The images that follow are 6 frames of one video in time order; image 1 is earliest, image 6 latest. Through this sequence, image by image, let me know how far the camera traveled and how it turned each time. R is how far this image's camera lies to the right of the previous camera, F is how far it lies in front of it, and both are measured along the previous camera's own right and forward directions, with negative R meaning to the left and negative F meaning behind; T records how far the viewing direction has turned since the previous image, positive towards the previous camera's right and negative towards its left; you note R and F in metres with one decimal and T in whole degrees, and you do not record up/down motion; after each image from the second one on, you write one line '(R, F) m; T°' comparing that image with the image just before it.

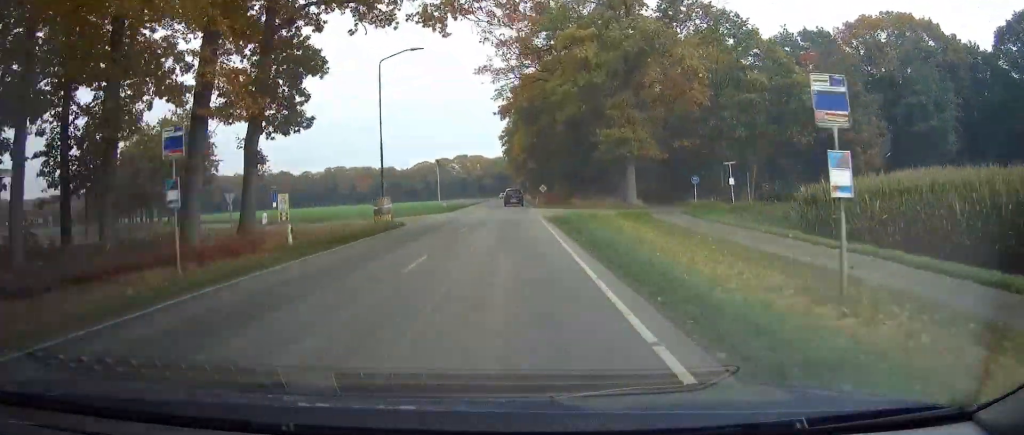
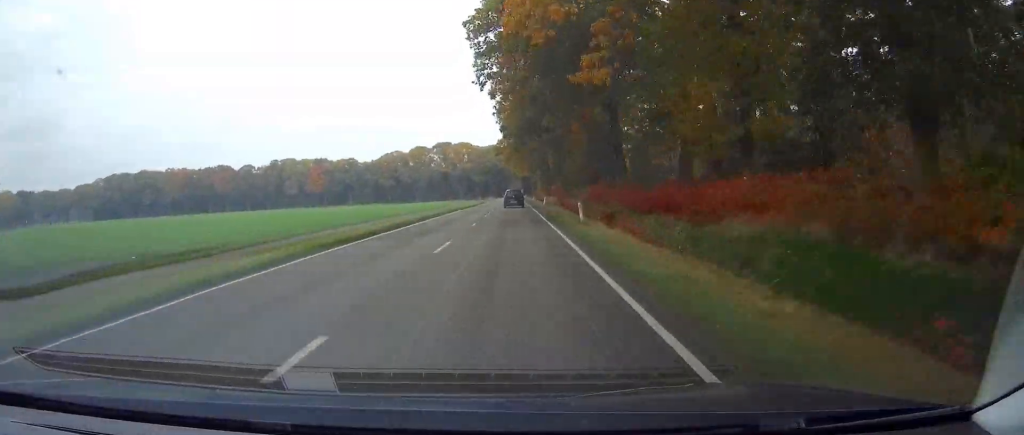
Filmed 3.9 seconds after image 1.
(-1.3, +90.8) m; -1°
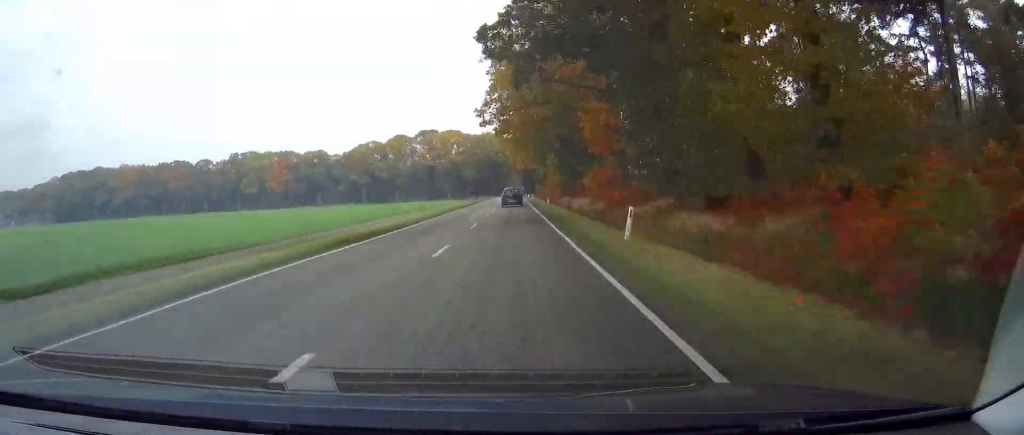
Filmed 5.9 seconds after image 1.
(+0.1, +46.3) m; 0°
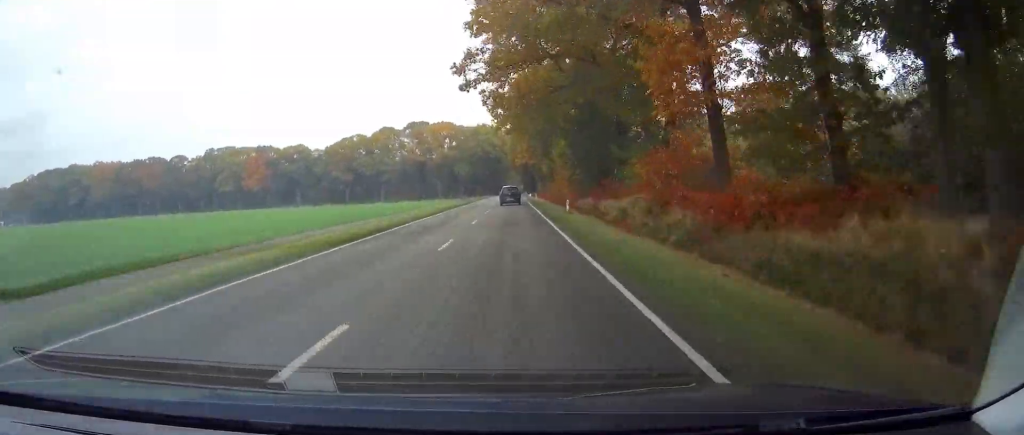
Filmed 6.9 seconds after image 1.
(-0.1, +21.7) m; 0°
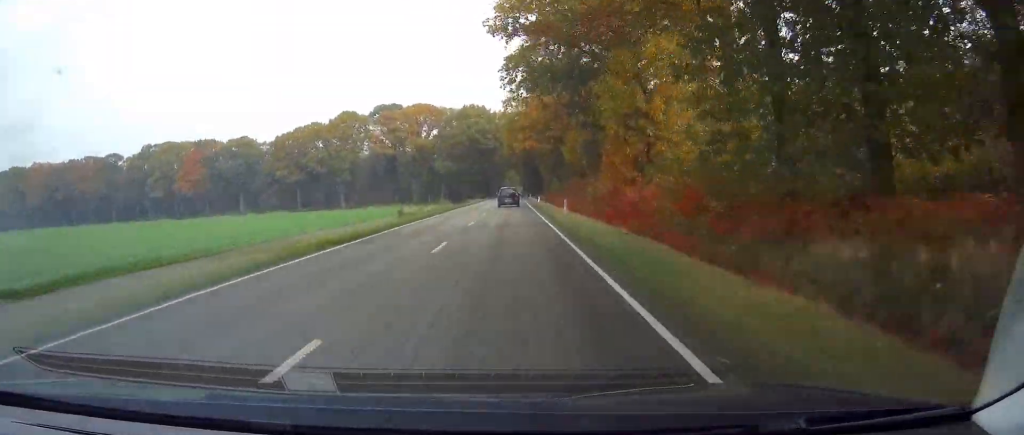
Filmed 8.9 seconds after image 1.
(-0.1, +46.5) m; 0°
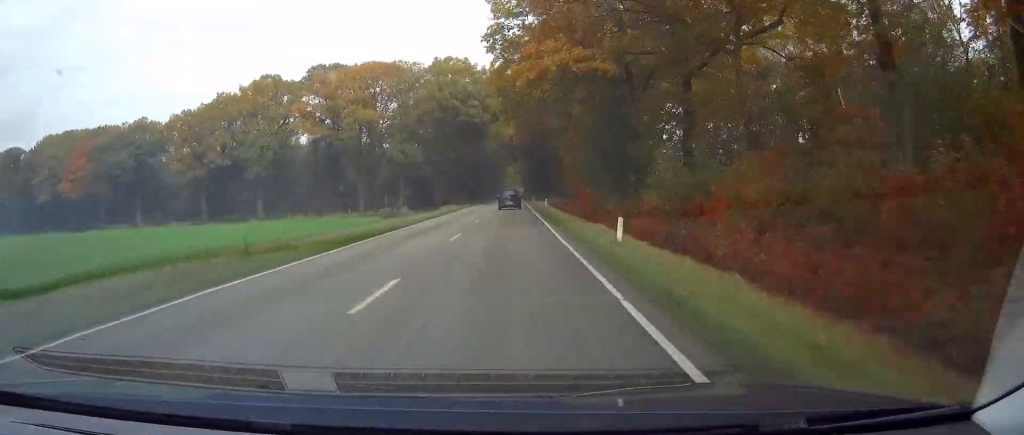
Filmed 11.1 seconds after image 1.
(+0.2, +52.7) m; 0°
